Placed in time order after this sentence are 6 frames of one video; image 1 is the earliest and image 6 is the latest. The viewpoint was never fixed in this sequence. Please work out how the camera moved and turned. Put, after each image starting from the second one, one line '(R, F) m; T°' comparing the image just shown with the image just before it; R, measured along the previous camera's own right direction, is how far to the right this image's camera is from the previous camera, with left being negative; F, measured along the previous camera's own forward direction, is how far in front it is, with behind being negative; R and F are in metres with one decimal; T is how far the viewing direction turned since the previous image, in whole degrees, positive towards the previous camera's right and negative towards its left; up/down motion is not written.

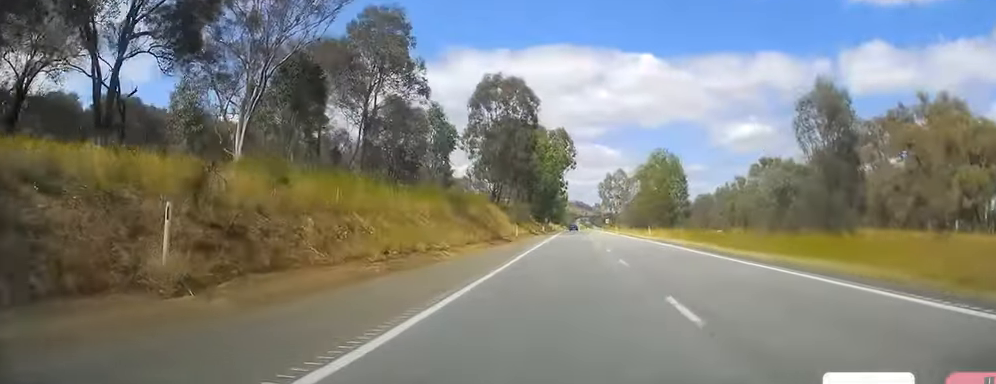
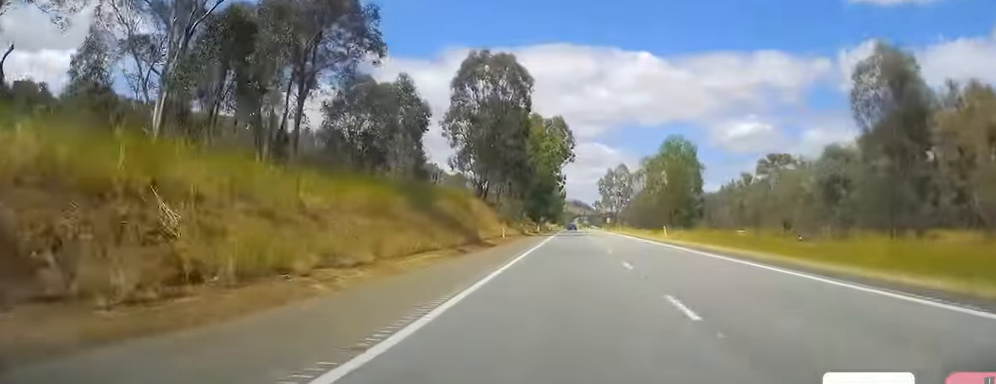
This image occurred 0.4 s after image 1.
(0.0, +12.4) m; 0°
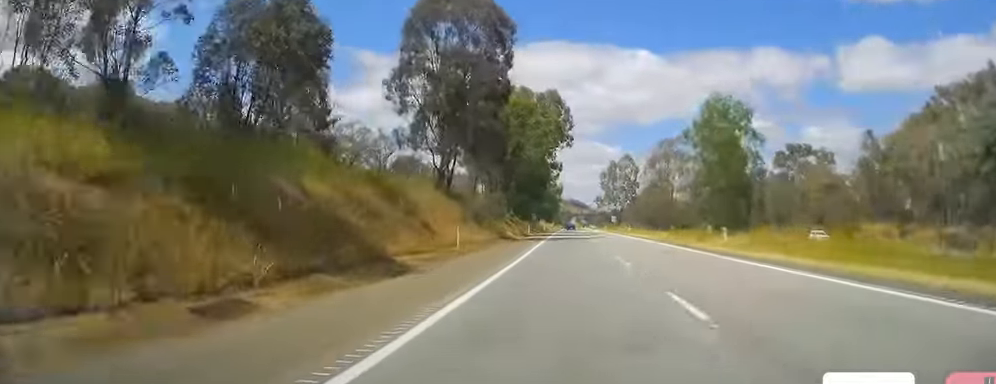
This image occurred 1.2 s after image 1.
(-0.2, +23.0) m; 0°
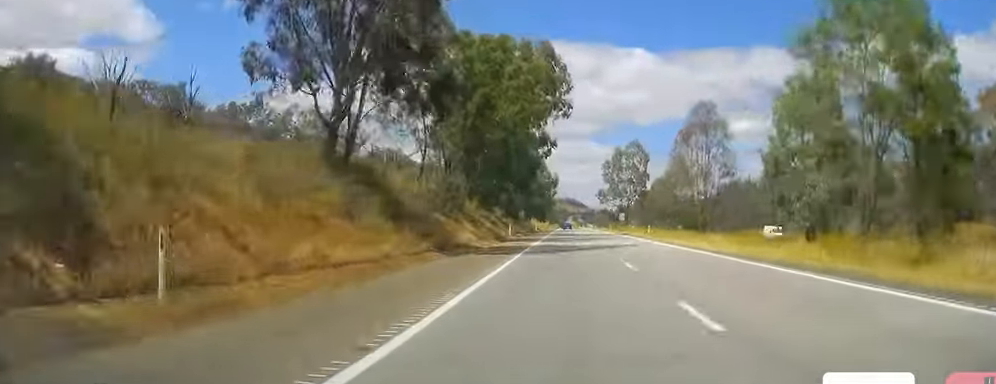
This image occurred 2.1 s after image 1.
(+0.3, +26.0) m; 0°
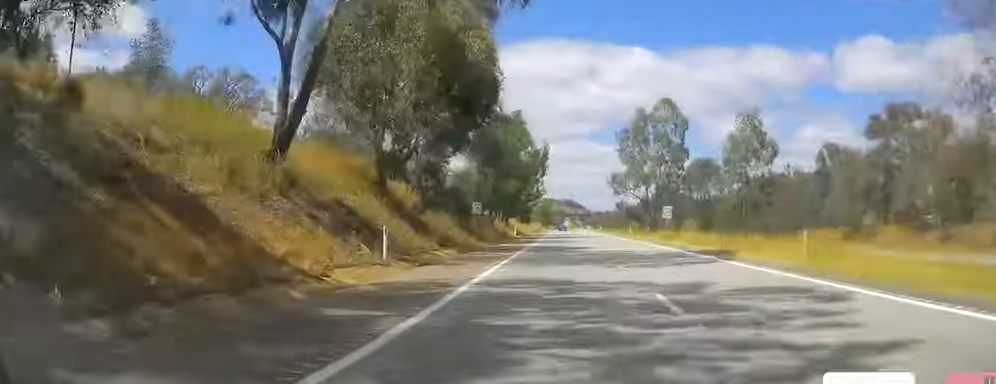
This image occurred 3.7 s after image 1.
(0.0, +46.1) m; 0°
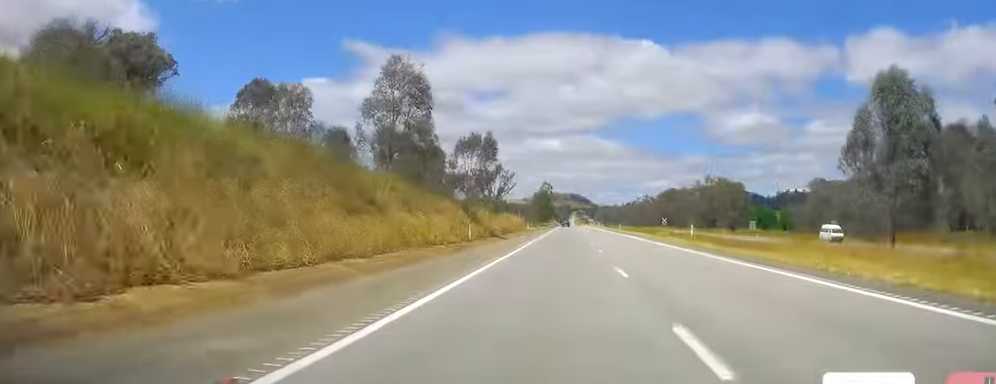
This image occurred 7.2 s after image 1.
(-0.3, +100.0) m; 0°
